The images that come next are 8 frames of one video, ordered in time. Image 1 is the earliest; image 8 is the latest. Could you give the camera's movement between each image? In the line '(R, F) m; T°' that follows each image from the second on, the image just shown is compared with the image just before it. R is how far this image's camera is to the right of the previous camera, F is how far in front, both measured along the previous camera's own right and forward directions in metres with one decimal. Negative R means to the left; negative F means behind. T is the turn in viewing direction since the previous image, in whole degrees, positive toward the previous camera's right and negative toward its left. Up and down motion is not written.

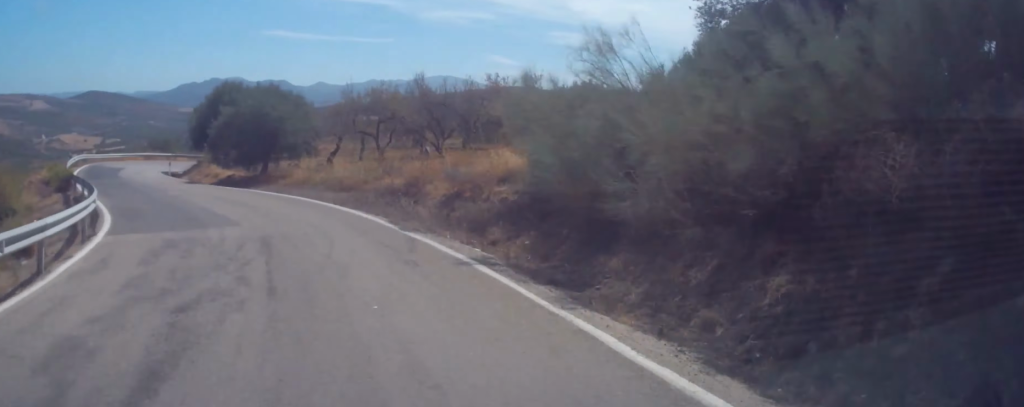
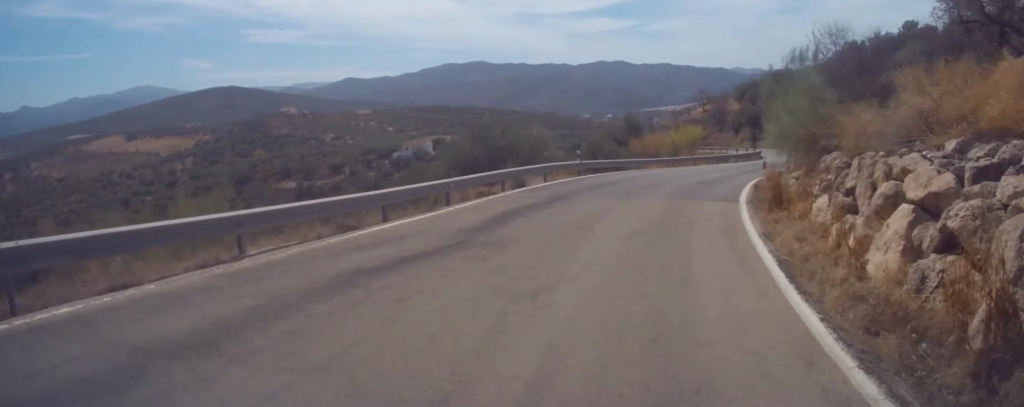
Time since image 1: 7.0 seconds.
(-4.6, +64.8) m; +15°
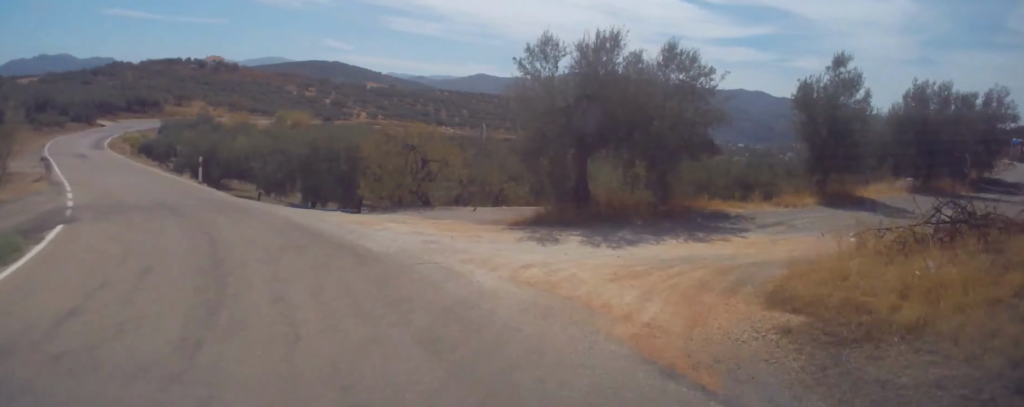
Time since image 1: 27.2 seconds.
(+18.8, +222.0) m; -23°
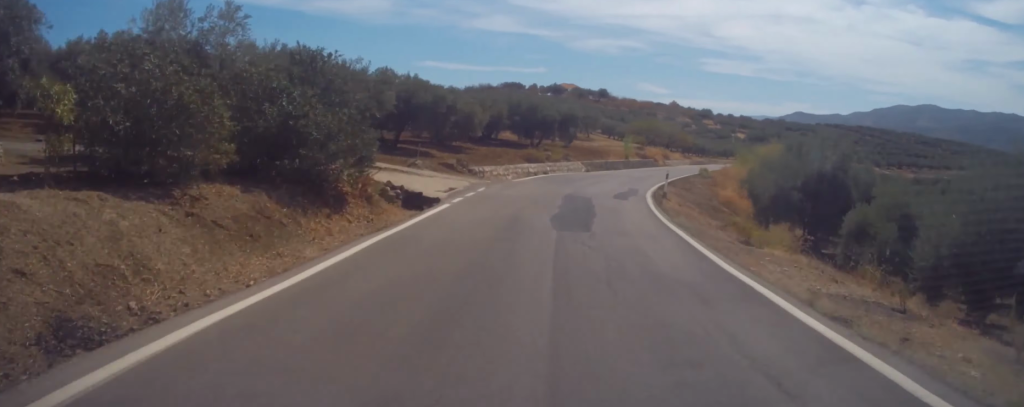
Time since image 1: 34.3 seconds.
(-20.4, +95.9) m; +2°
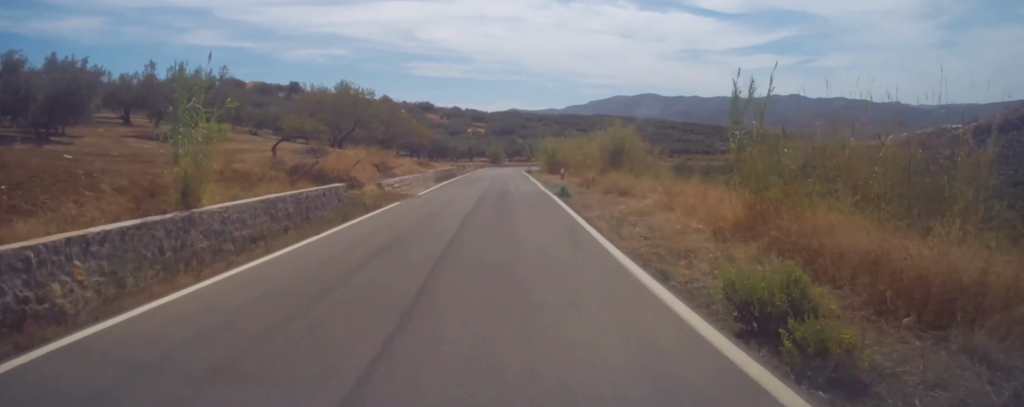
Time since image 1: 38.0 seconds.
(+8.6, +55.0) m; +13°
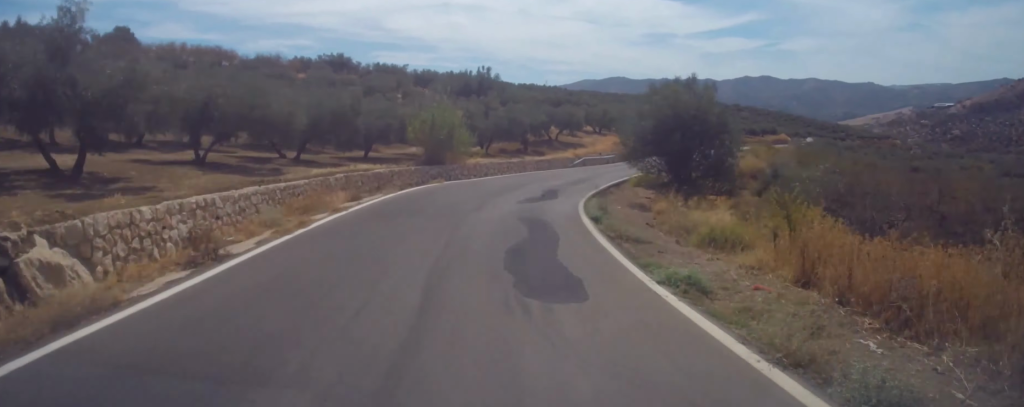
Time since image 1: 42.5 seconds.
(+9.9, +70.0) m; +14°
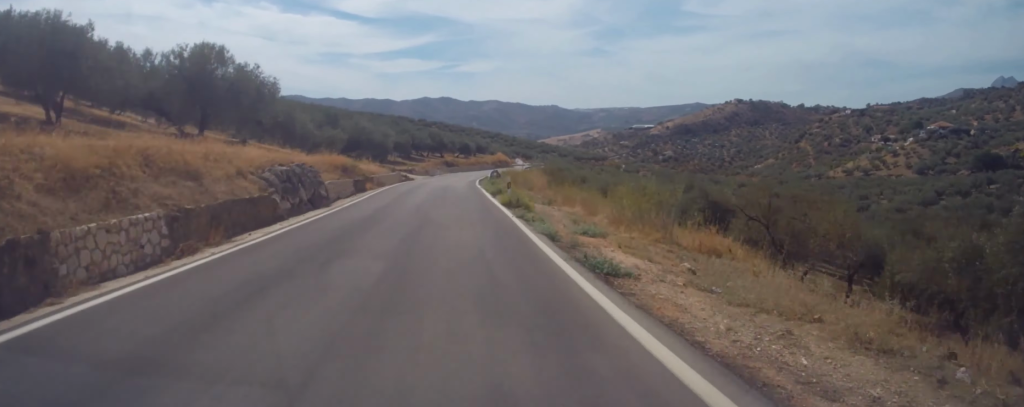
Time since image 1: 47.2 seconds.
(+7.7, +75.3) m; +11°
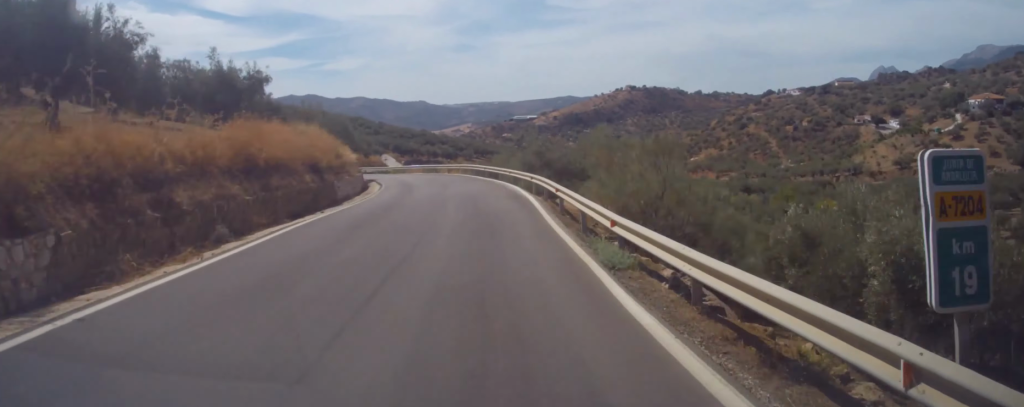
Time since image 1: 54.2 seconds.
(+10.9, +112.8) m; +5°
